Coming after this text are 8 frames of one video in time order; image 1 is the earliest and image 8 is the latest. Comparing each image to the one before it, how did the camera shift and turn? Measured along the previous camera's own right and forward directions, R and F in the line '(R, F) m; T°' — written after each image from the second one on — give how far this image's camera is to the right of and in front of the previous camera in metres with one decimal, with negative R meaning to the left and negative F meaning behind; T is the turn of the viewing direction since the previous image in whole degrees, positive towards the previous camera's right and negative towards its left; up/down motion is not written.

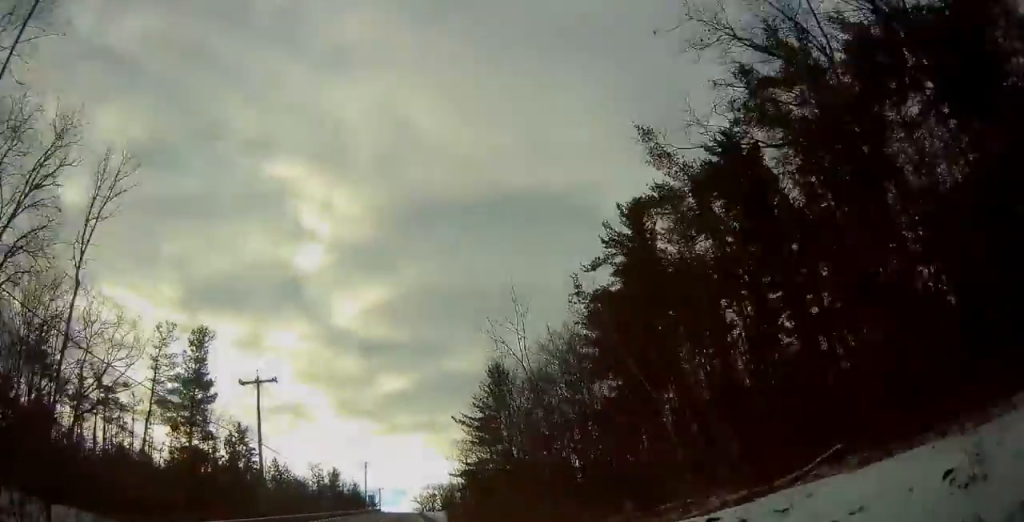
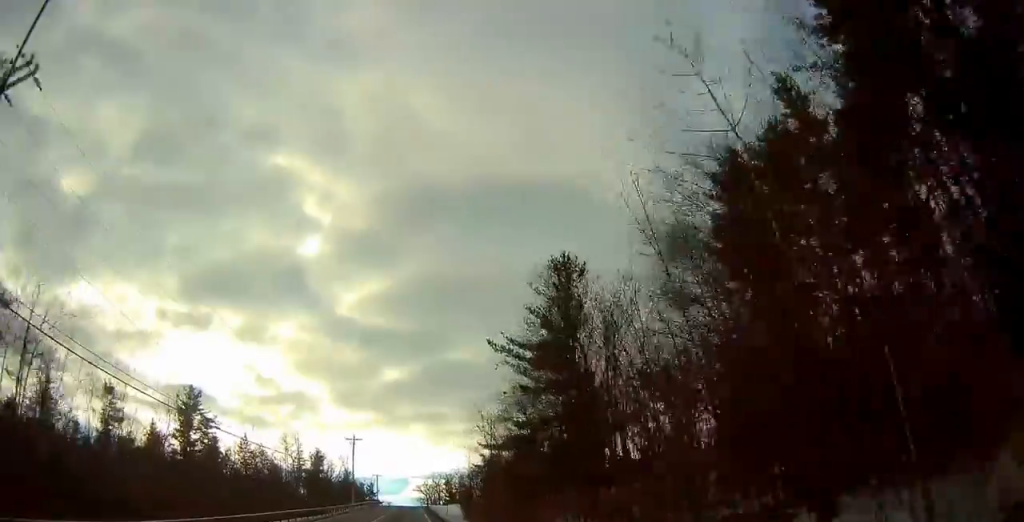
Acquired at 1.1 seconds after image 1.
(+0.3, +26.6) m; +1°
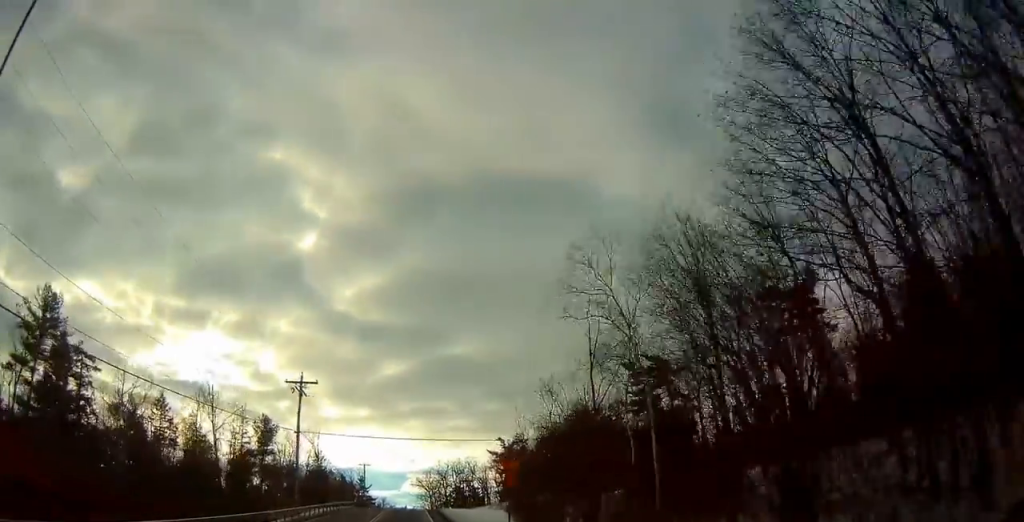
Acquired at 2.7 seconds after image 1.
(0.0, +38.0) m; 0°
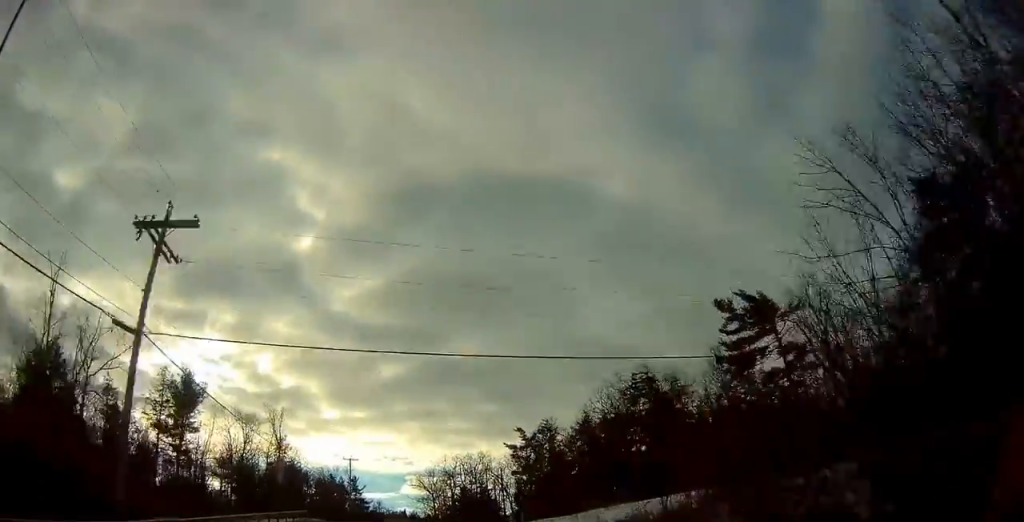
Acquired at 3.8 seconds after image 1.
(-0.1, +24.9) m; 0°
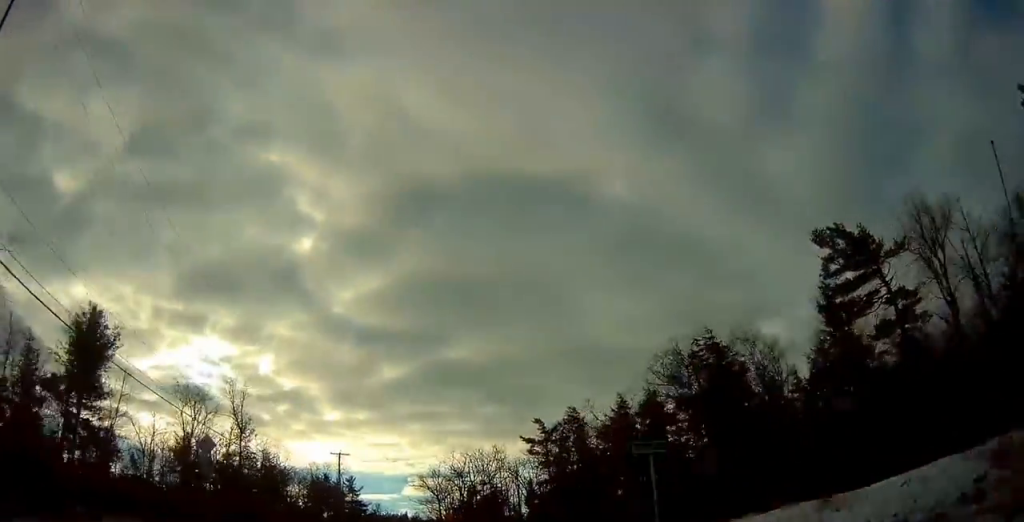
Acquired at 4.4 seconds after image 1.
(0.0, +14.7) m; 0°
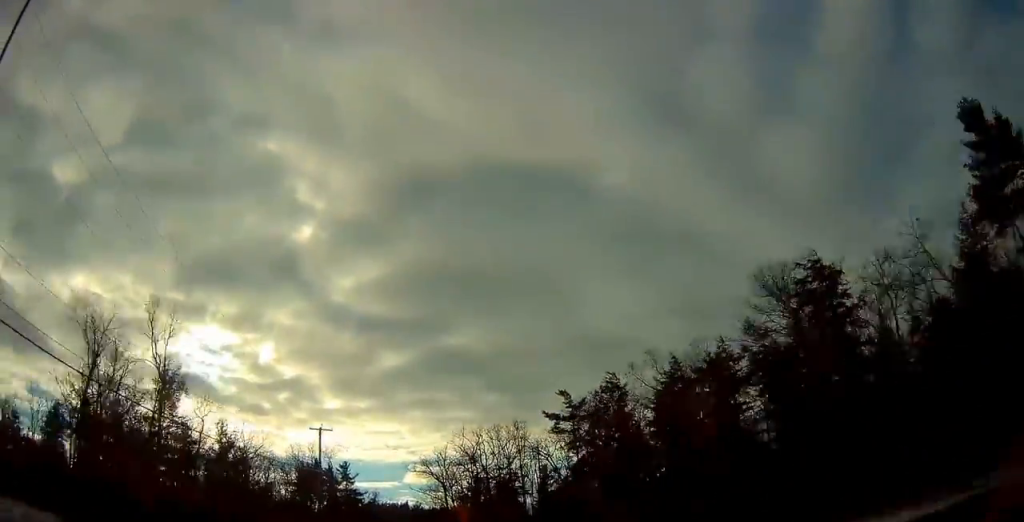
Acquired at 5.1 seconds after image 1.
(0.0, +16.1) m; 0°
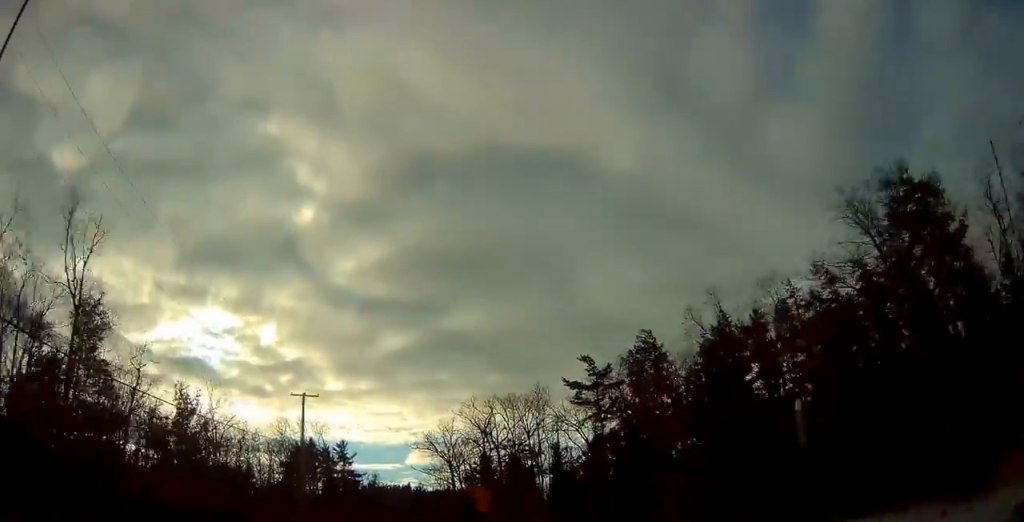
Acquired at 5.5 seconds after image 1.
(0.0, +10.0) m; 0°
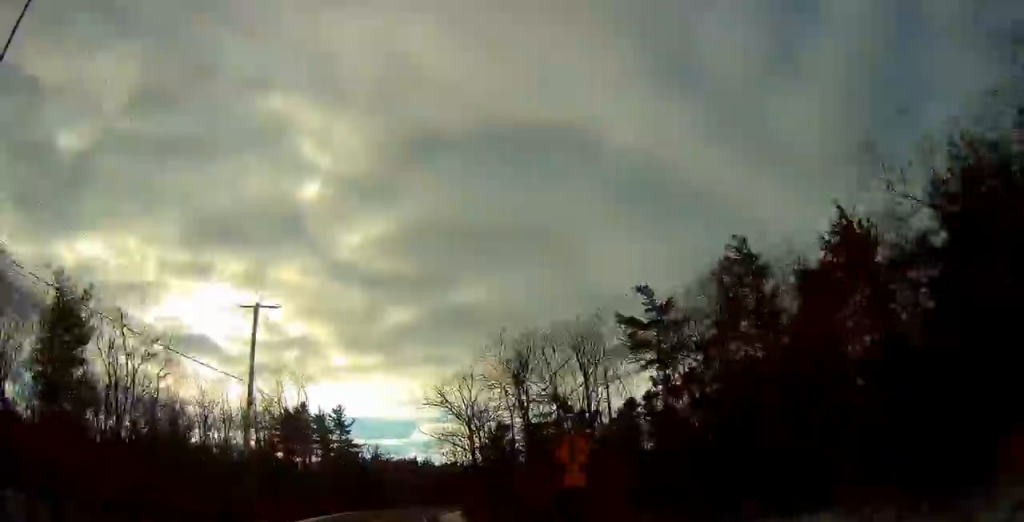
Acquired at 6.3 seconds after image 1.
(-0.1, +16.9) m; 0°
